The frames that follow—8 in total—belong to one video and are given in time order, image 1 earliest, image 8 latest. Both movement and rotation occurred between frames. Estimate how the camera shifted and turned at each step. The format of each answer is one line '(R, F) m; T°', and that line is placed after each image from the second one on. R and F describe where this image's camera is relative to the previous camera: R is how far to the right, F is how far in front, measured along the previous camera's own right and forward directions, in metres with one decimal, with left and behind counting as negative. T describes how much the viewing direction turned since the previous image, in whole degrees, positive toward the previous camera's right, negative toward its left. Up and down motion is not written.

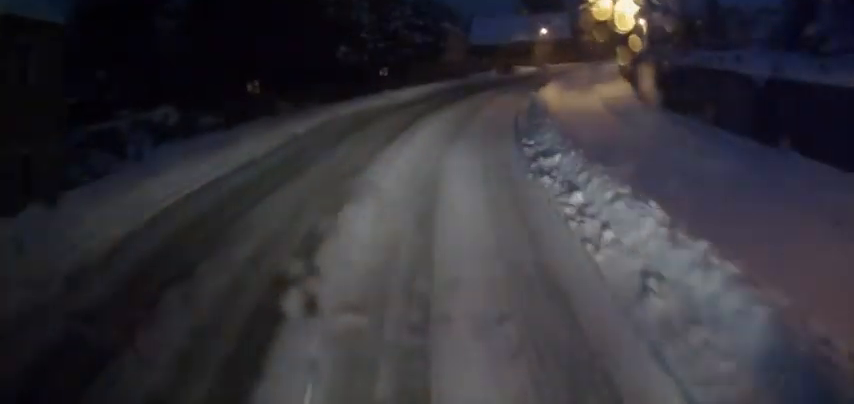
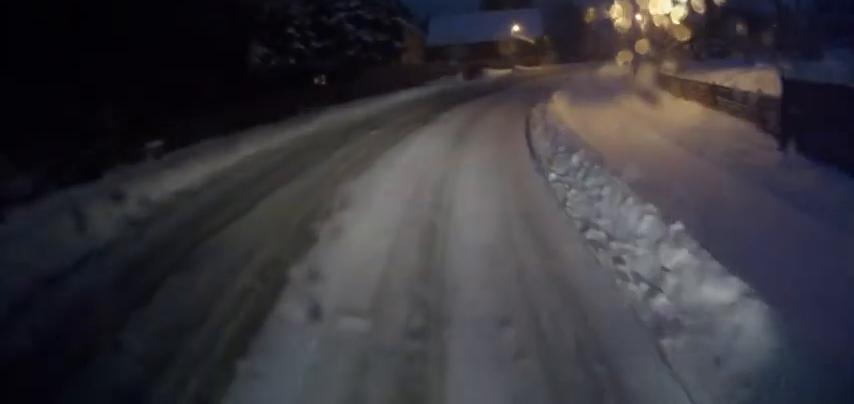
(+0.7, +9.5) m; +4°
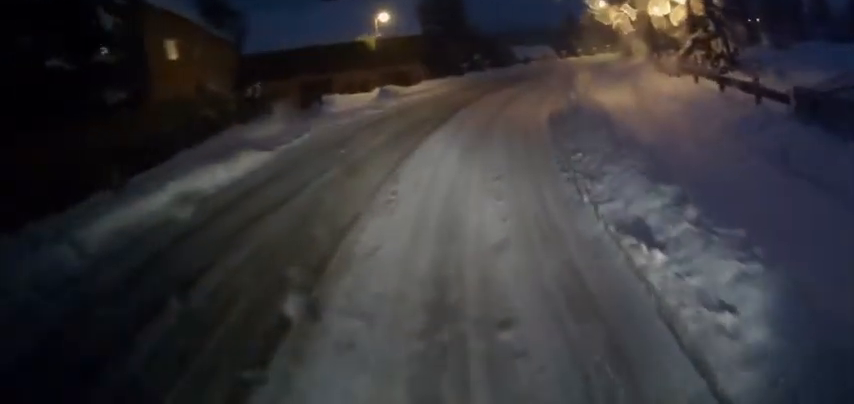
(+1.9, +24.8) m; +15°
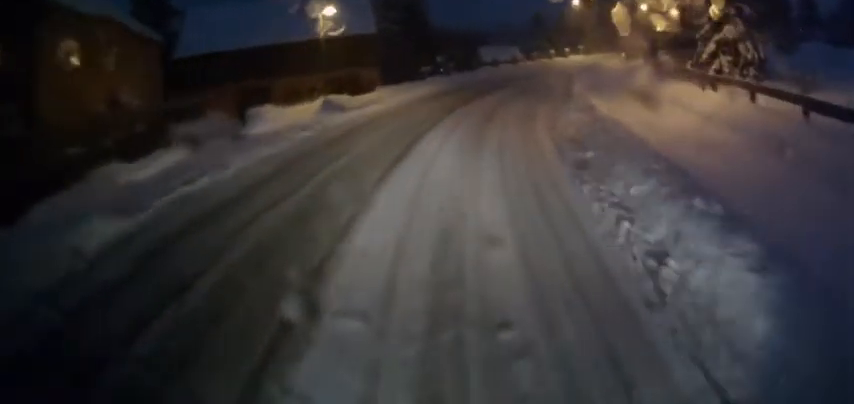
(+0.2, +6.1) m; +7°
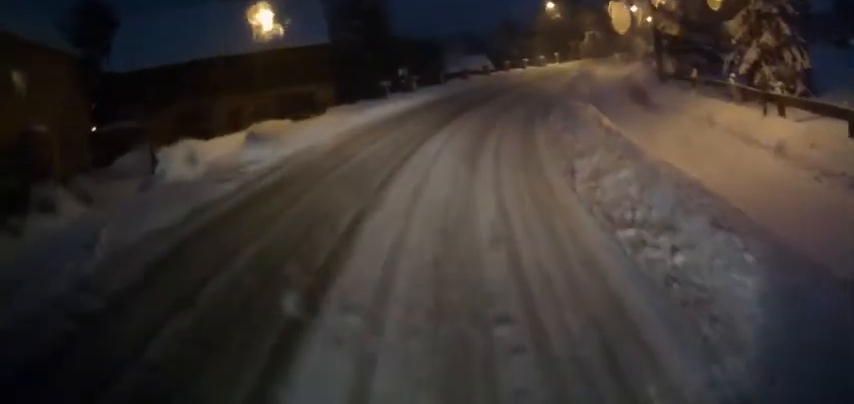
(+0.6, +5.2) m; +6°
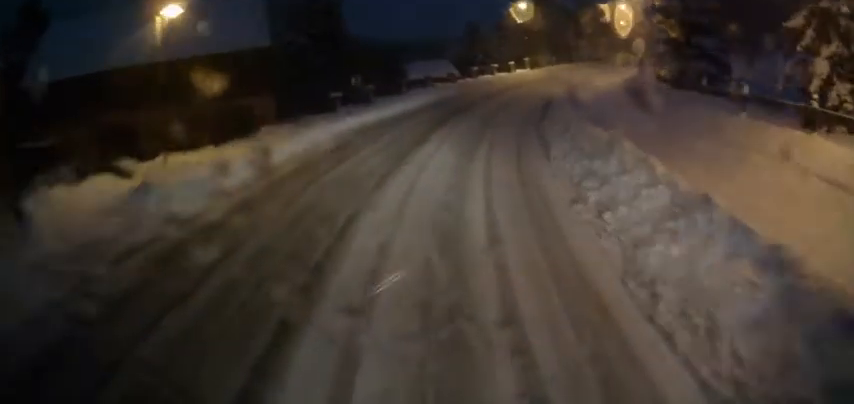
(+0.2, +5.2) m; +5°
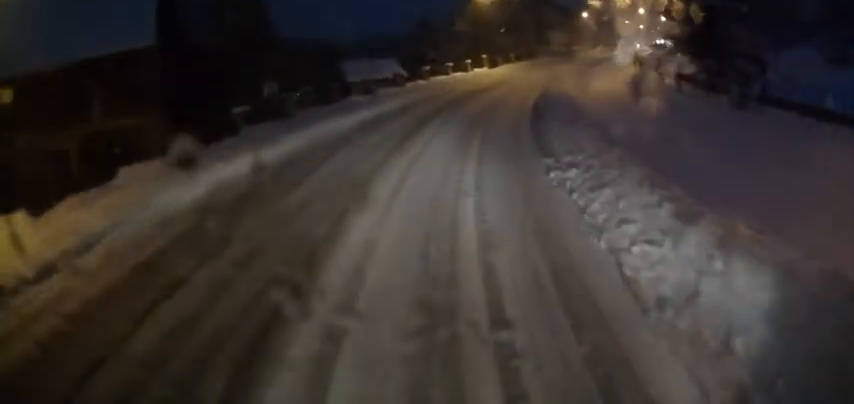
(+0.4, +7.3) m; +4°
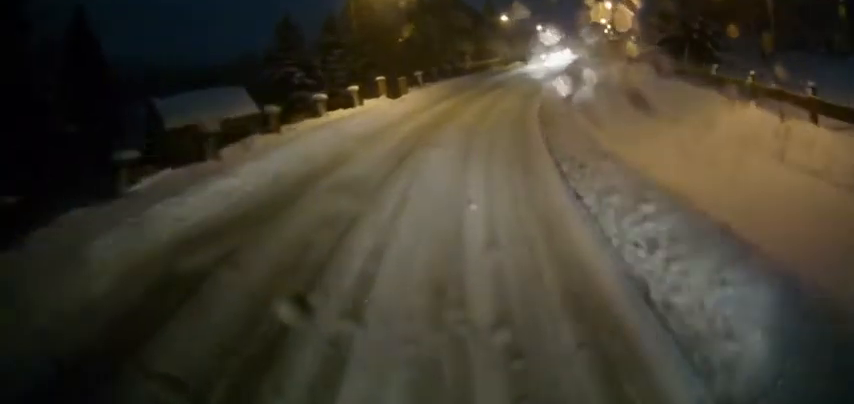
(+3.0, +16.6) m; +20°
